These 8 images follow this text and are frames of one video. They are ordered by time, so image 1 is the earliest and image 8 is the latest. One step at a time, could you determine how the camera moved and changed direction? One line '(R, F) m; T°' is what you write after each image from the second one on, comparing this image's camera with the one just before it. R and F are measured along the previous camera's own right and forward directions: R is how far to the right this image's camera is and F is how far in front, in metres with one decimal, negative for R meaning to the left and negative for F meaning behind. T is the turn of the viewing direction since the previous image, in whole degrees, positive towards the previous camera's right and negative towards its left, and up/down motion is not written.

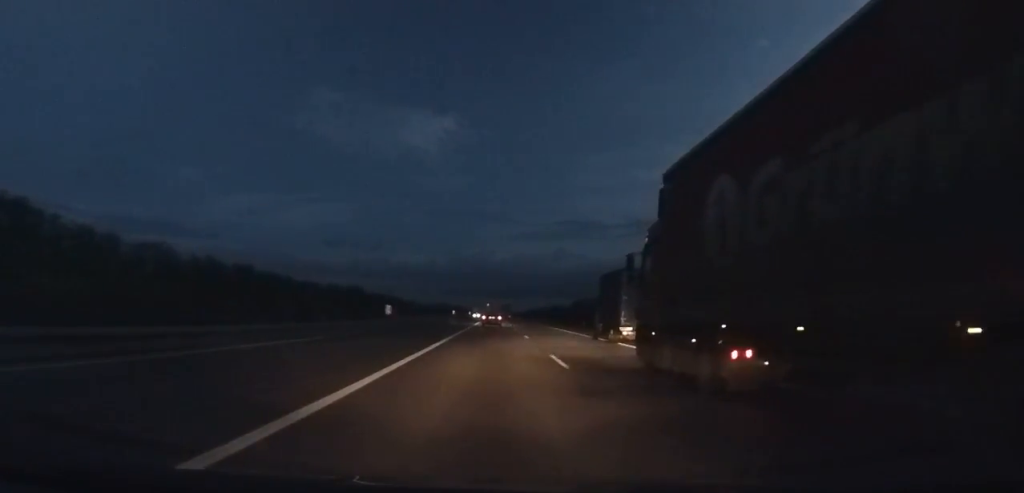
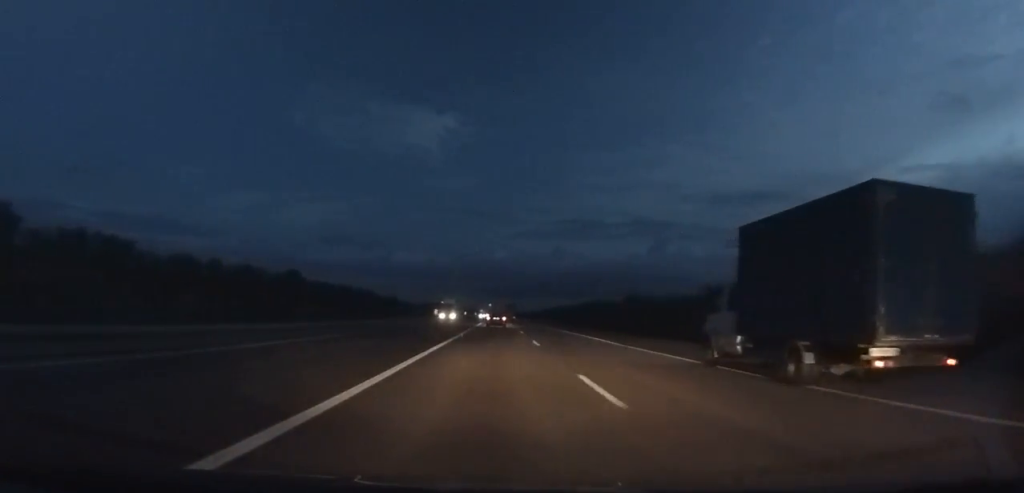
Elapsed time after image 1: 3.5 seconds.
(+0.1, +95.2) m; 0°
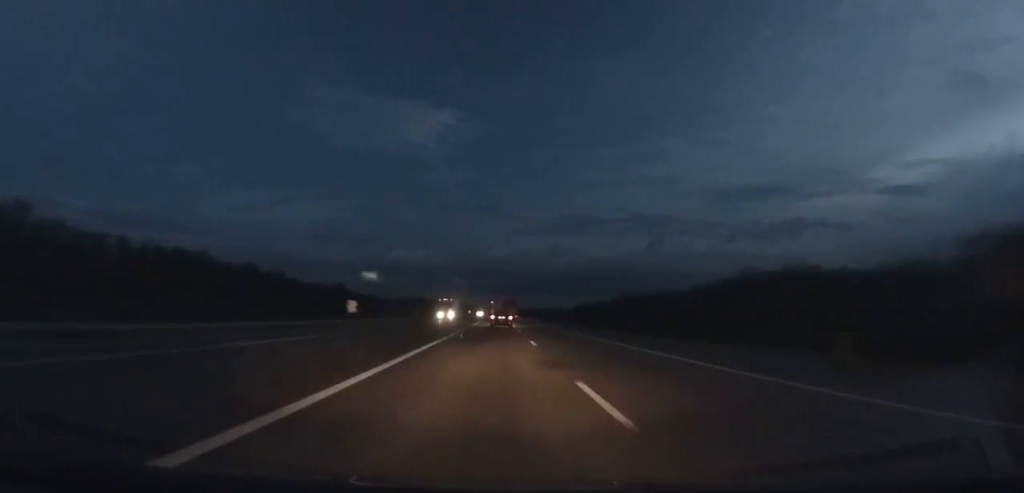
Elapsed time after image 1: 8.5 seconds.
(0.0, +141.1) m; 0°
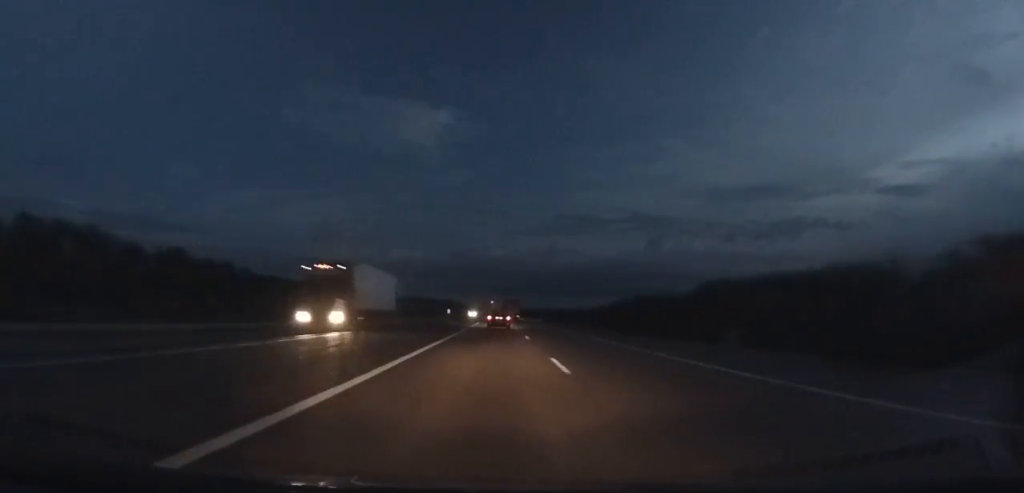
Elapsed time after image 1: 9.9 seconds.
(0.0, +40.0) m; 0°
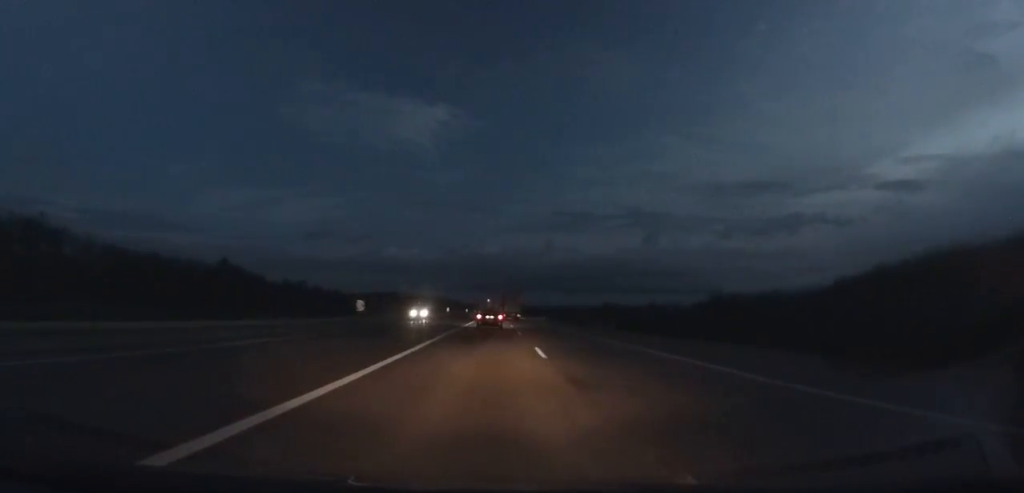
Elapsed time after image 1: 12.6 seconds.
(0.0, +77.0) m; 0°
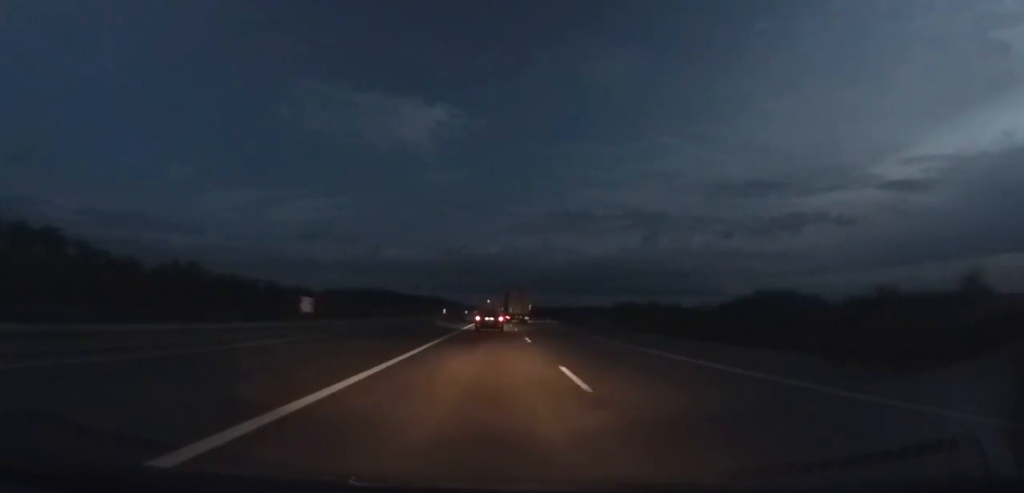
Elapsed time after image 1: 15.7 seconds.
(0.0, +87.5) m; 0°
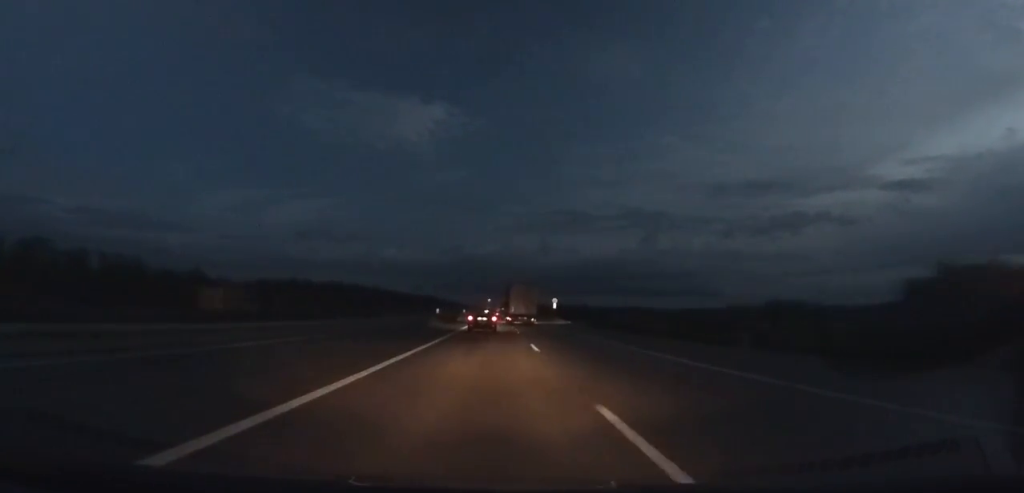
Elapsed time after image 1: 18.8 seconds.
(-0.2, +86.6) m; 0°
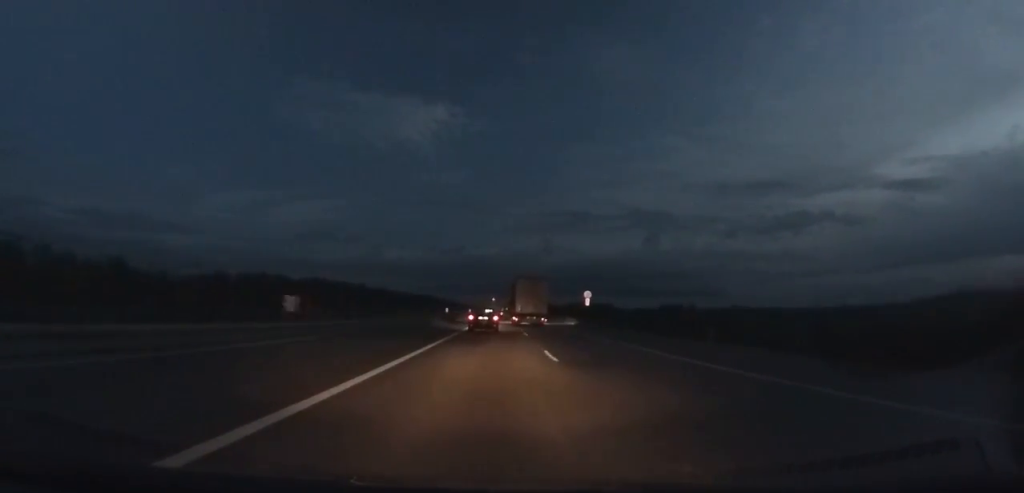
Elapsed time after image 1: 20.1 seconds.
(0.0, +36.1) m; 0°
